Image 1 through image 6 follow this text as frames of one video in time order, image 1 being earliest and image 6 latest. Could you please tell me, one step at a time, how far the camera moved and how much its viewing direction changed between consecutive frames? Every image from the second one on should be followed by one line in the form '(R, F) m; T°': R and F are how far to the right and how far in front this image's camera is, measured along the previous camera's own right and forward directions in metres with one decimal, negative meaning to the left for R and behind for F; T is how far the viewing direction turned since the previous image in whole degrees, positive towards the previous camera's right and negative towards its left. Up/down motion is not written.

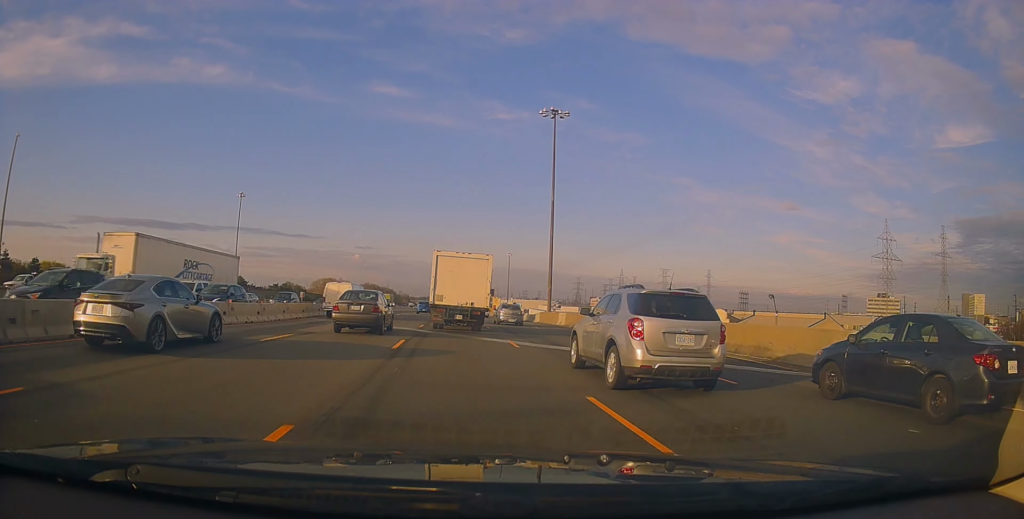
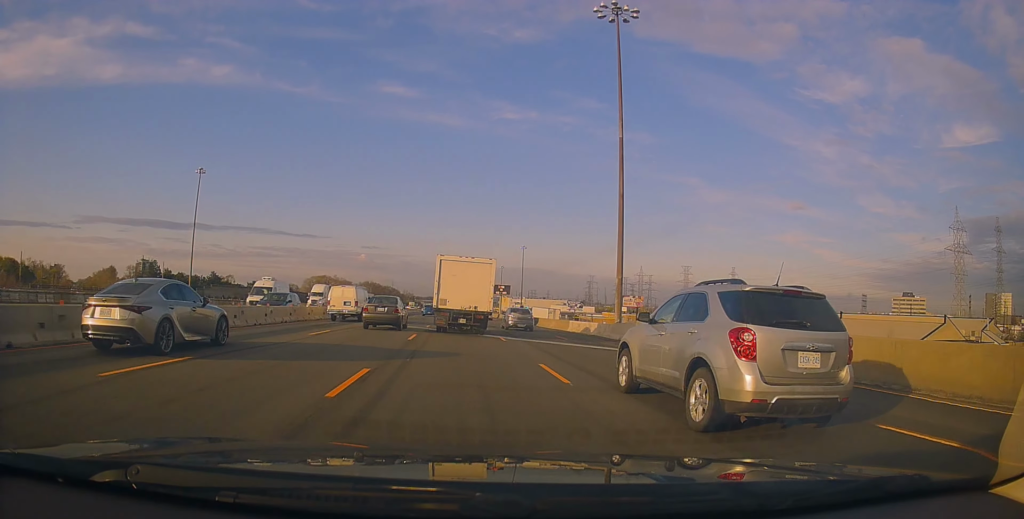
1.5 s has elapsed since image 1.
(-0.3, +31.1) m; -1°
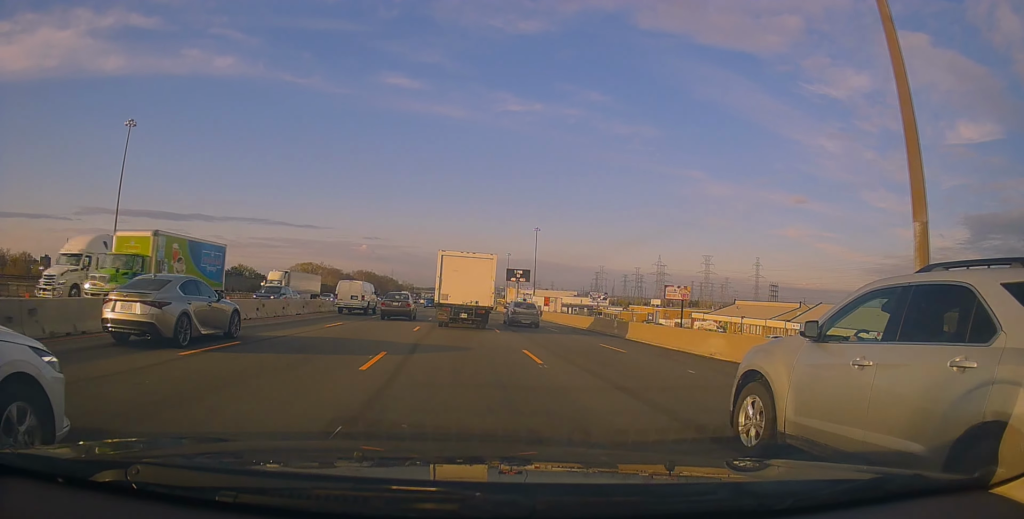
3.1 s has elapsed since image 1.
(0.0, +33.2) m; 0°
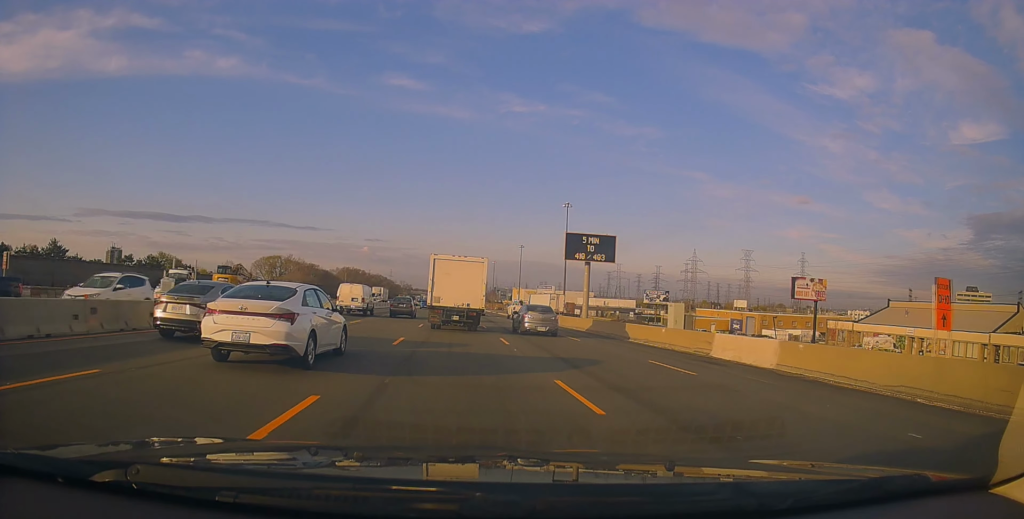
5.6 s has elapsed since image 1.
(0.0, +52.7) m; -1°
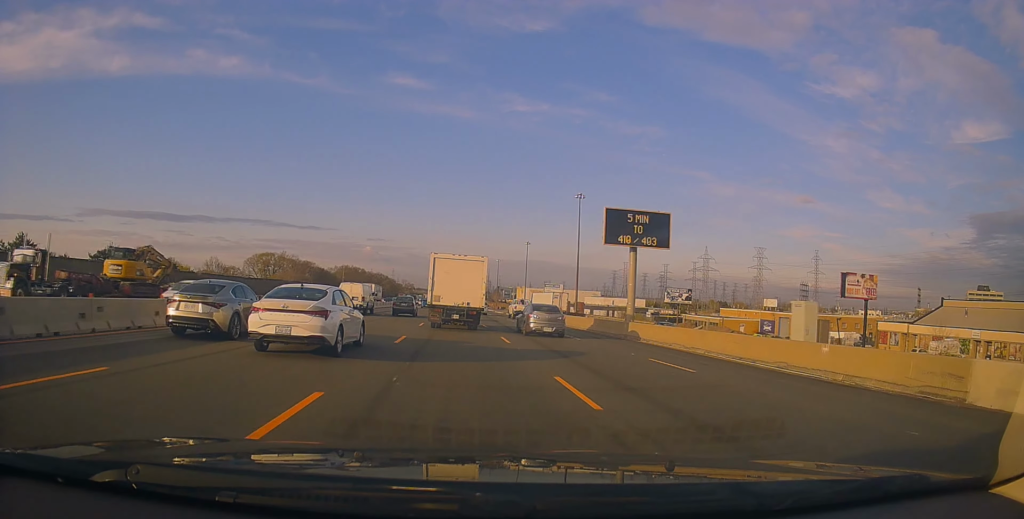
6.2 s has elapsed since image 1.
(-0.1, +11.9) m; 0°
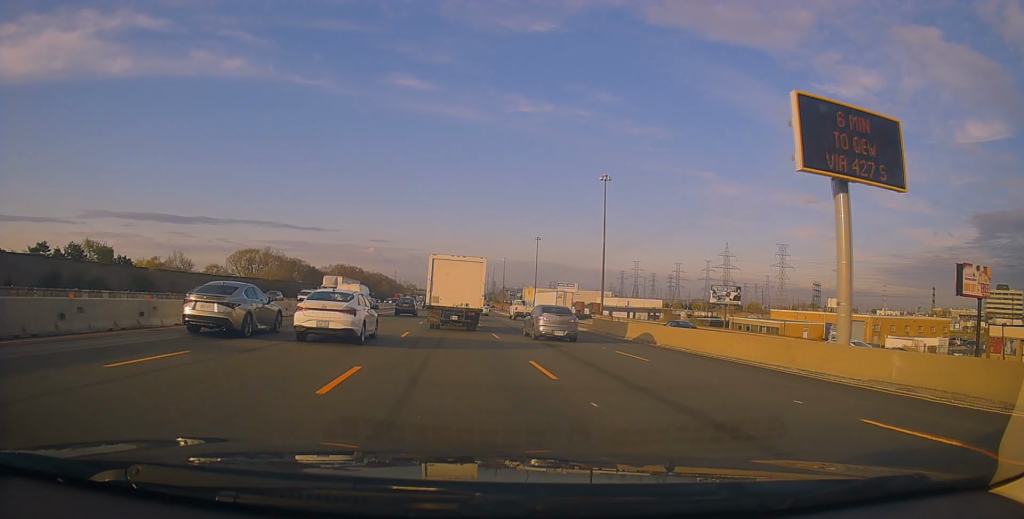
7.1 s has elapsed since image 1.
(0.0, +20.5) m; 0°
